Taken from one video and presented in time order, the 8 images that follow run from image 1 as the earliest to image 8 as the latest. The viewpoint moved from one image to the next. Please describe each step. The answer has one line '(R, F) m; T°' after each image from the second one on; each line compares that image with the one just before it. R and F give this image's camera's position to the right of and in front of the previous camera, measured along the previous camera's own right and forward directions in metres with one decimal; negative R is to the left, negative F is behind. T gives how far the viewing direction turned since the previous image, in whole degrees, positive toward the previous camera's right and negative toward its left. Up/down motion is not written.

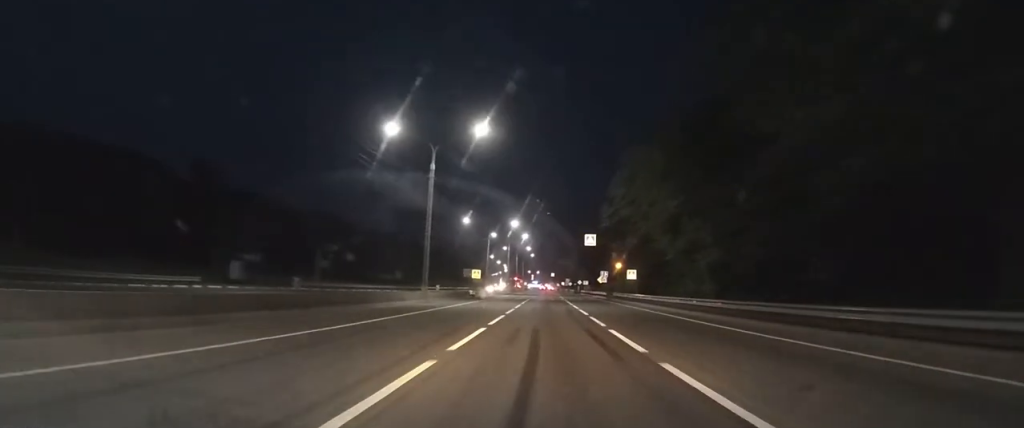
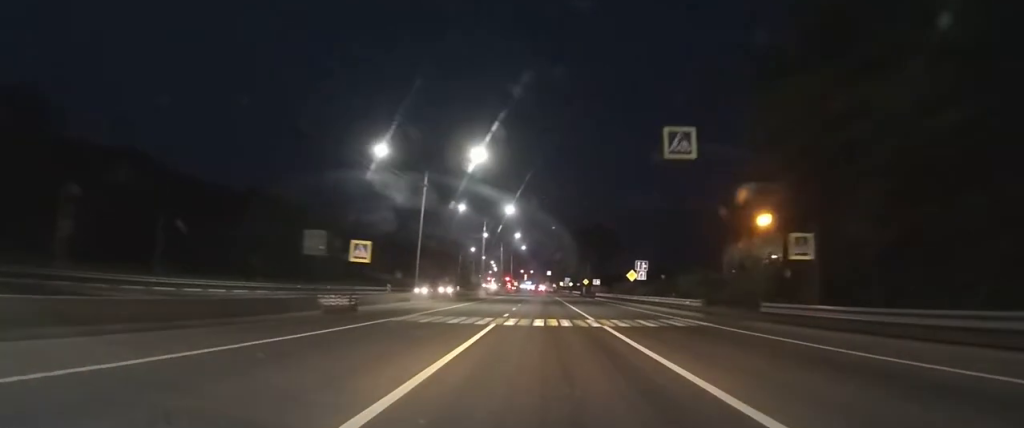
(-0.2, +42.3) m; 0°
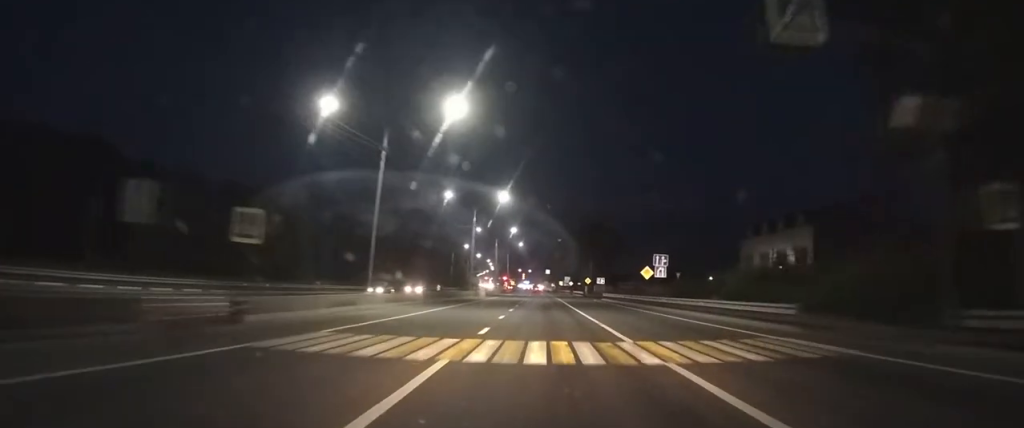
(+0.1, +10.3) m; 0°
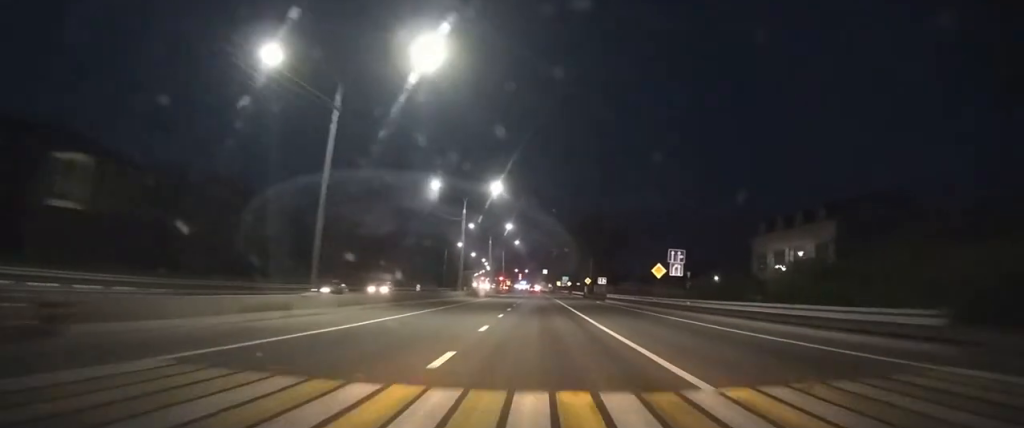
(0.0, +6.9) m; 0°
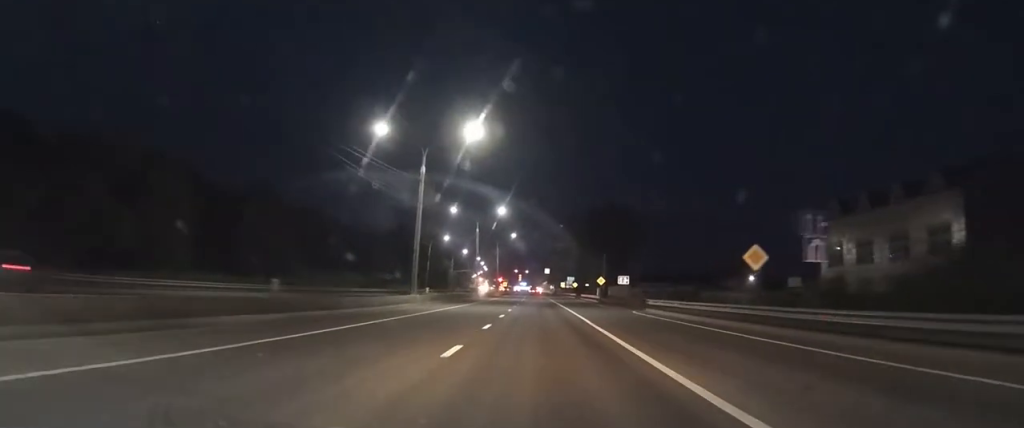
(+0.2, +22.4) m; +1°
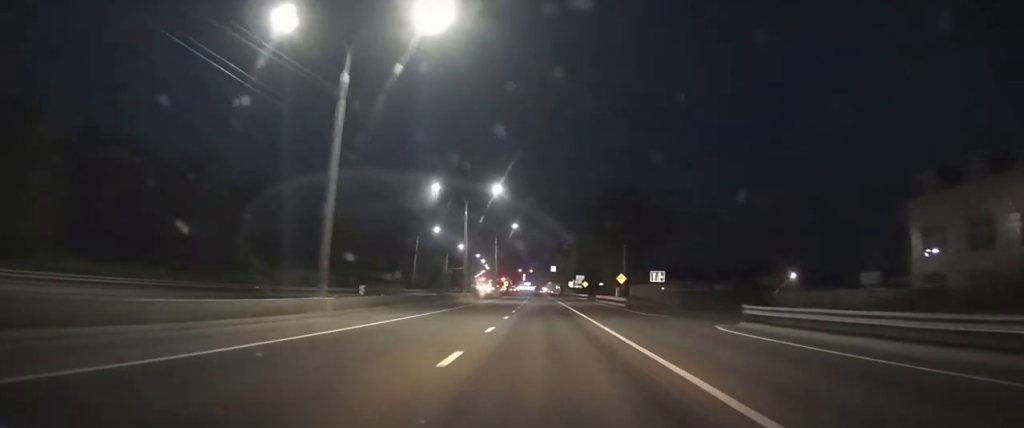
(0.0, +17.3) m; 0°
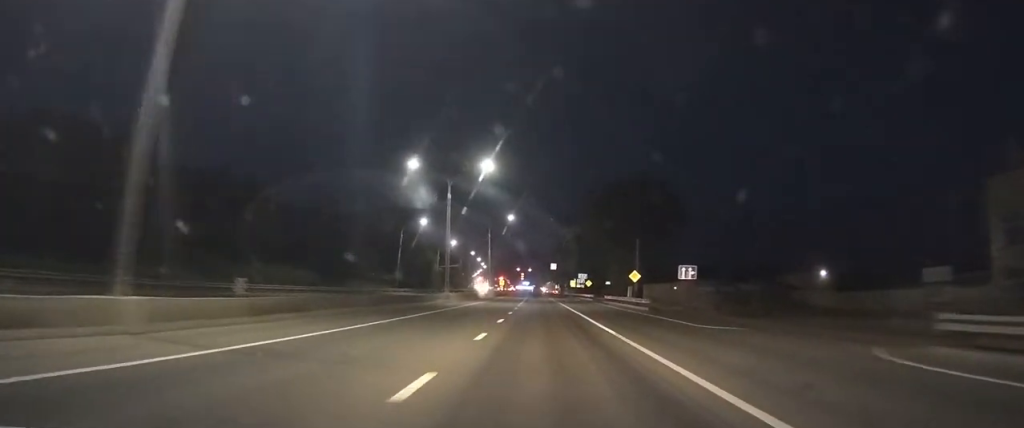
(-0.1, +11.0) m; 0°
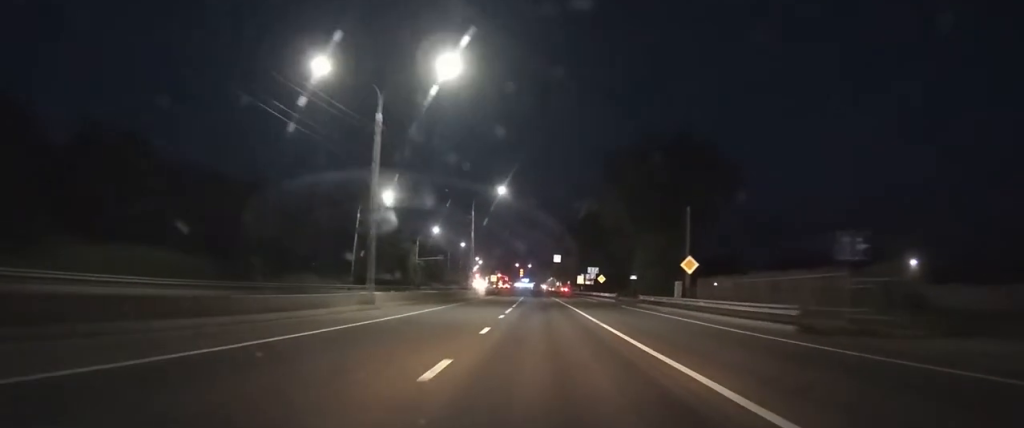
(0.0, +22.6) m; 0°
